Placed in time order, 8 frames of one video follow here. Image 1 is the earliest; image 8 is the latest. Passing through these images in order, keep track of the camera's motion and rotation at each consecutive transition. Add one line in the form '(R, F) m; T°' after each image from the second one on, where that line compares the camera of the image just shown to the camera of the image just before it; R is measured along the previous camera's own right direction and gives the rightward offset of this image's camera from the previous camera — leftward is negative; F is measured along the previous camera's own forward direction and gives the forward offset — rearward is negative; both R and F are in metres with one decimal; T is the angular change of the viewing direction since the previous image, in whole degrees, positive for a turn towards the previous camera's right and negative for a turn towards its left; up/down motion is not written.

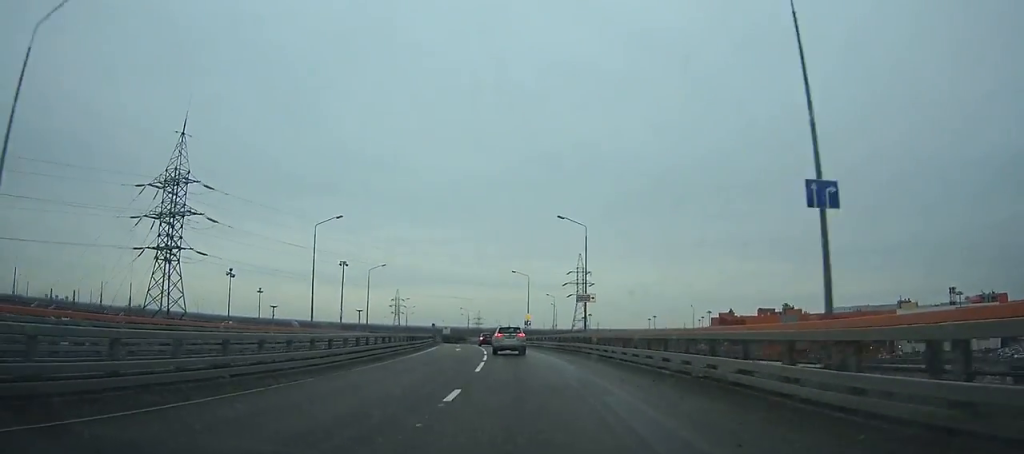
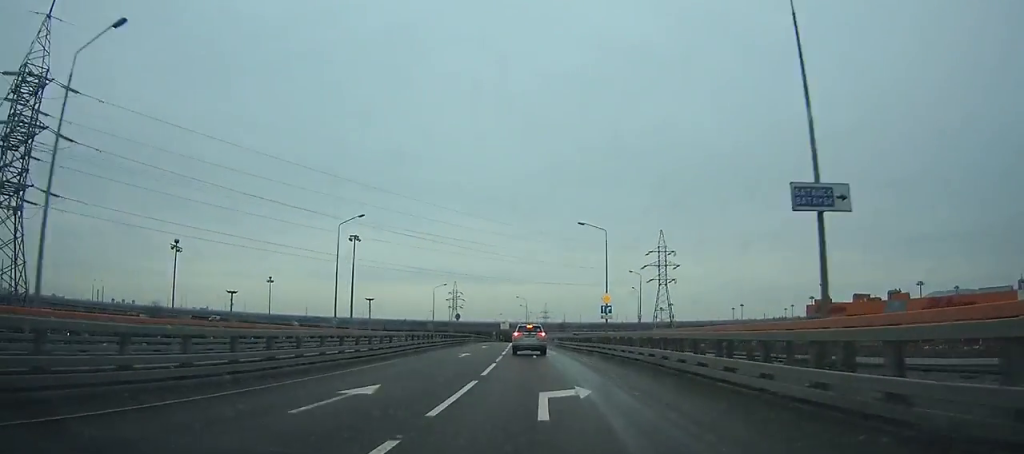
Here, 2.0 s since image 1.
(-1.3, +28.8) m; -3°
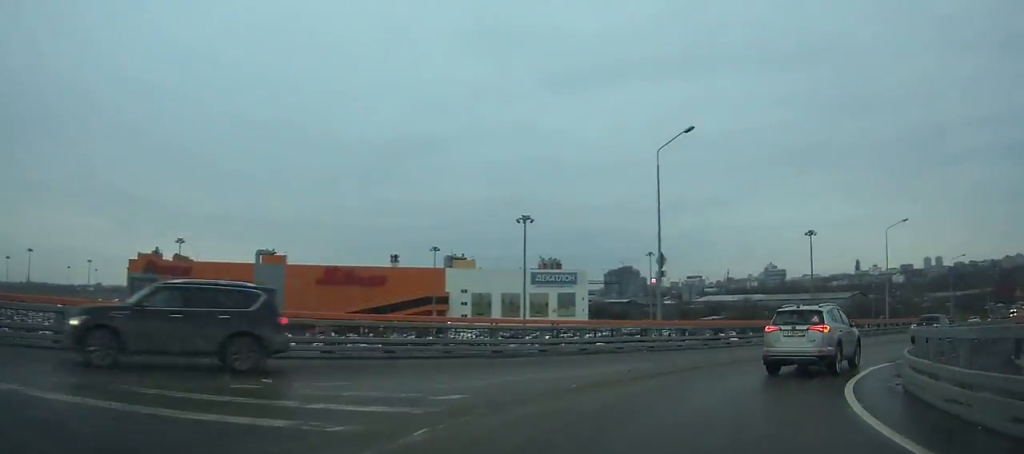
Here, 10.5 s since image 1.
(+25.4, +71.4) m; +93°
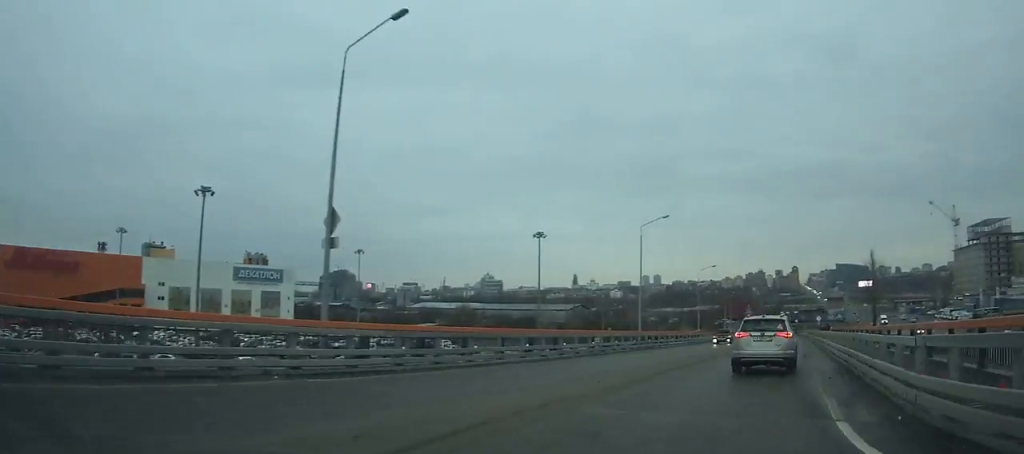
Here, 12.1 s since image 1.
(+5.8, +13.2) m; +16°
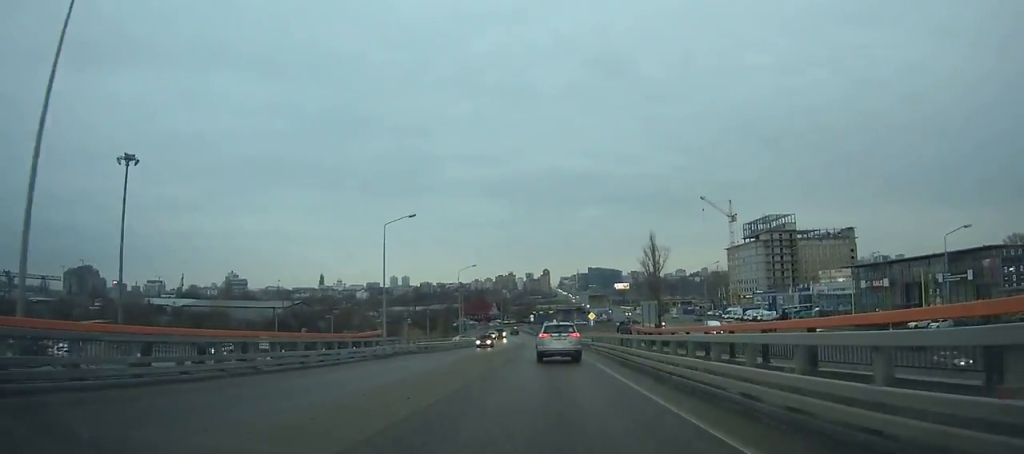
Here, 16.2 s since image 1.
(+9.5, +39.2) m; +15°
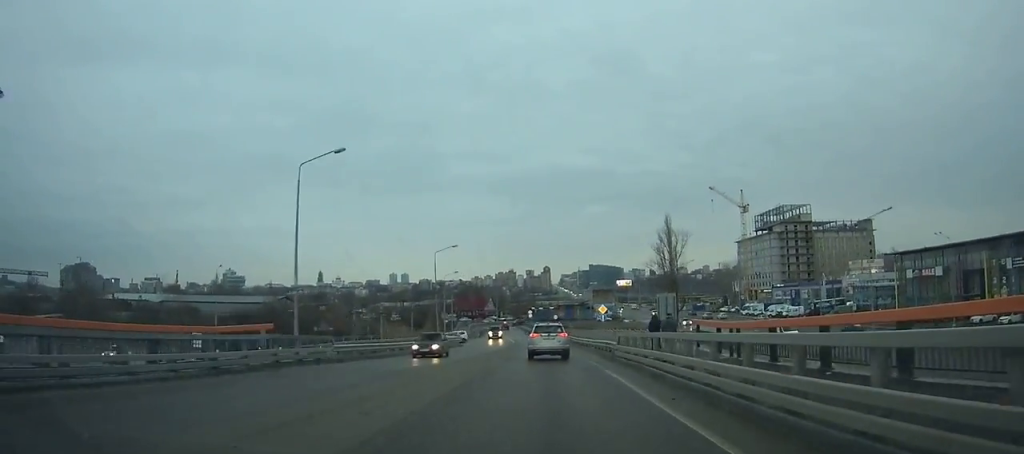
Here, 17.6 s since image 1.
(-0.1, +15.9) m; 0°
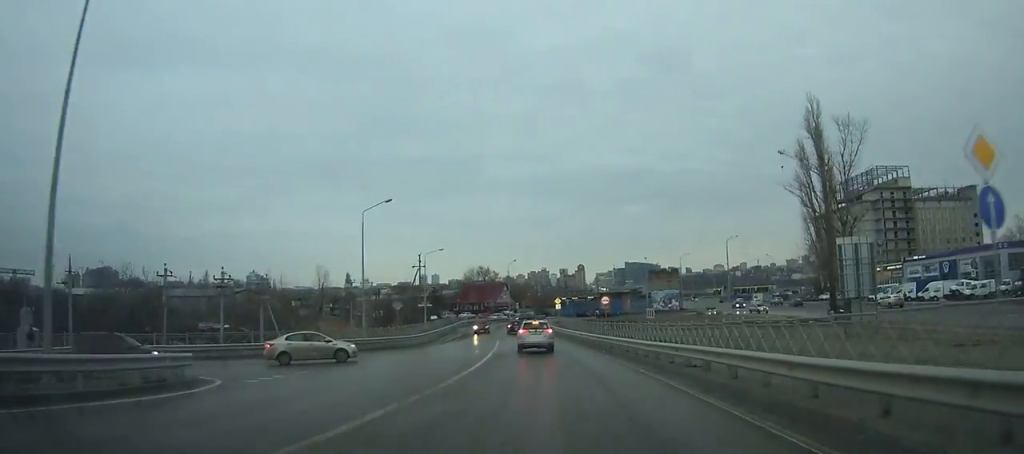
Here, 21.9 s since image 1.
(-0.5, +50.3) m; -2°
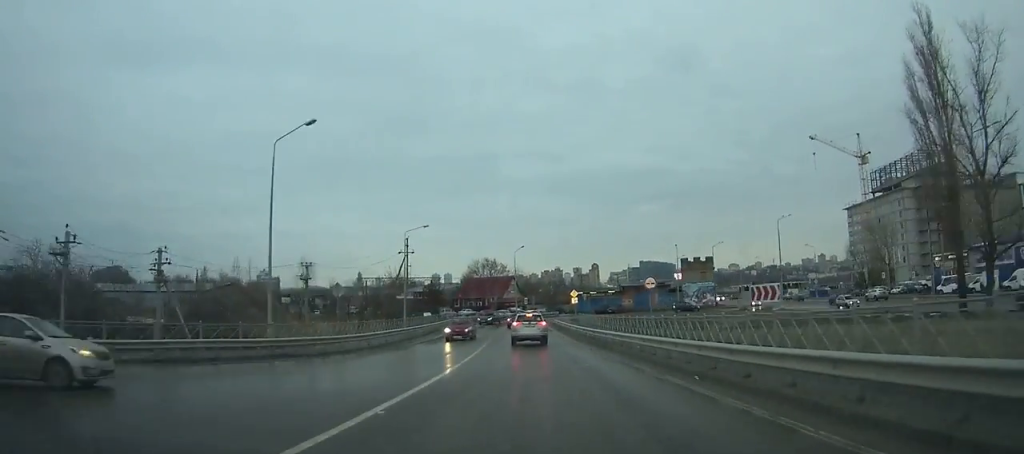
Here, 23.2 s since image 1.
(-0.2, +14.6) m; -1°
